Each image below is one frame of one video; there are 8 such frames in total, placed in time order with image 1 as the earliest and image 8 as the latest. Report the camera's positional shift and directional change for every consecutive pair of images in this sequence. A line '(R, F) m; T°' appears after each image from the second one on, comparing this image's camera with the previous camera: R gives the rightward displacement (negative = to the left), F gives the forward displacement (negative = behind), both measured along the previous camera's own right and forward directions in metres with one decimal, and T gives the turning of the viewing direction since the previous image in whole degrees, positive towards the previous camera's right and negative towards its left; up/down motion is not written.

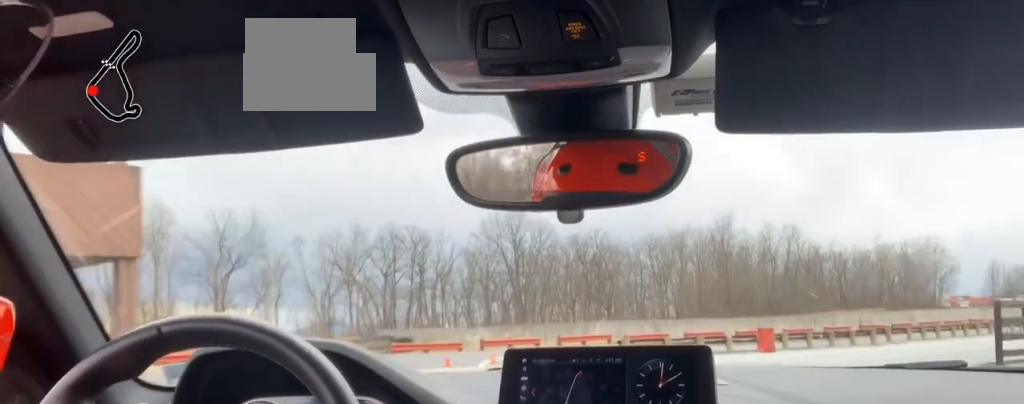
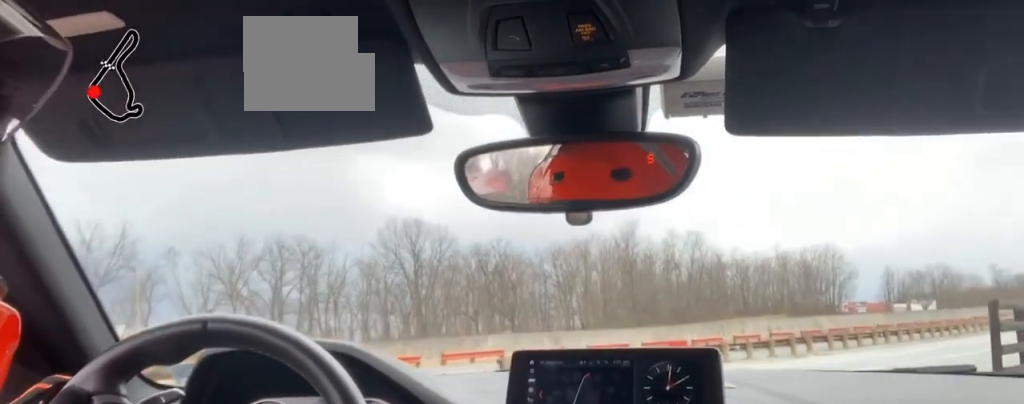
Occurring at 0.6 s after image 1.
(0.0, +6.3) m; +2°
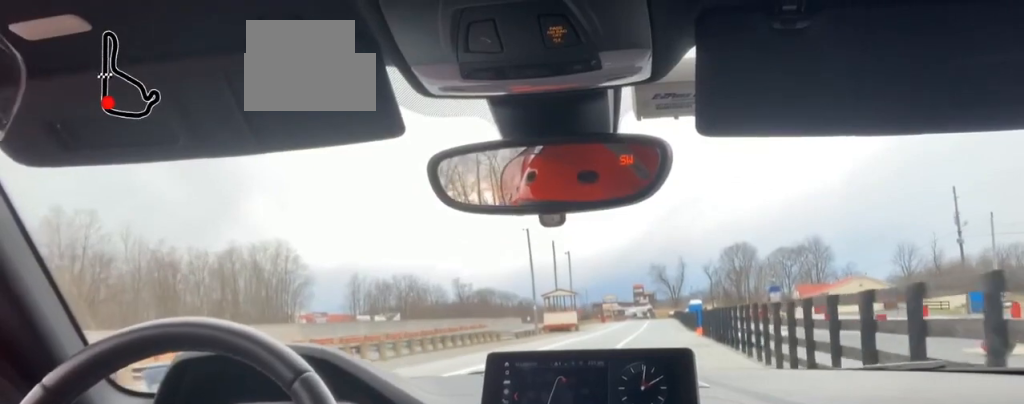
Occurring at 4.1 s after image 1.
(+11.0, +33.8) m; +30°
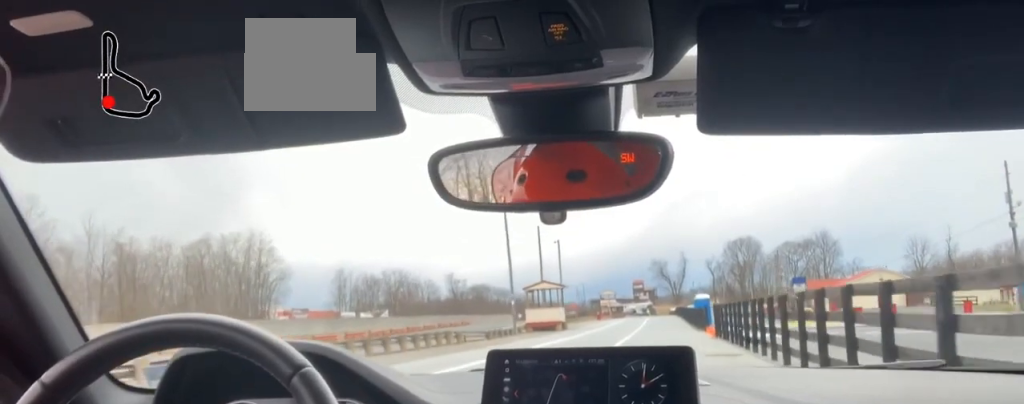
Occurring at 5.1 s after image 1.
(0.0, +10.8) m; -1°
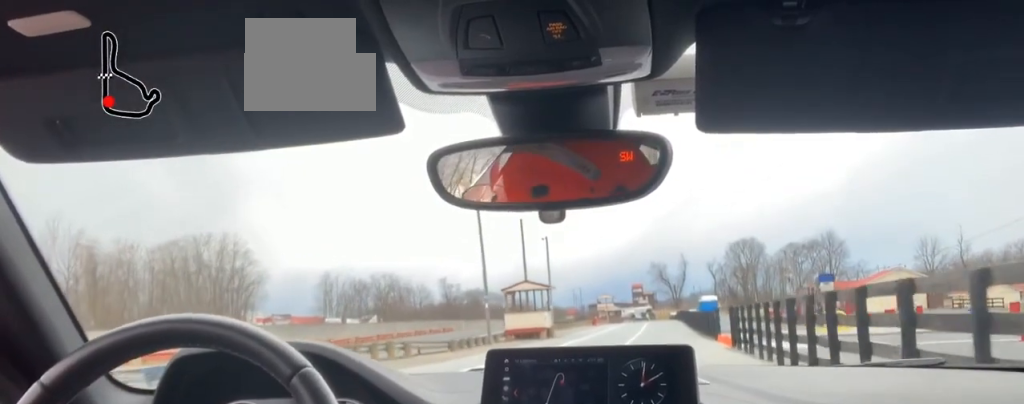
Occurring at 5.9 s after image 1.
(-0.1, +8.8) m; -1°
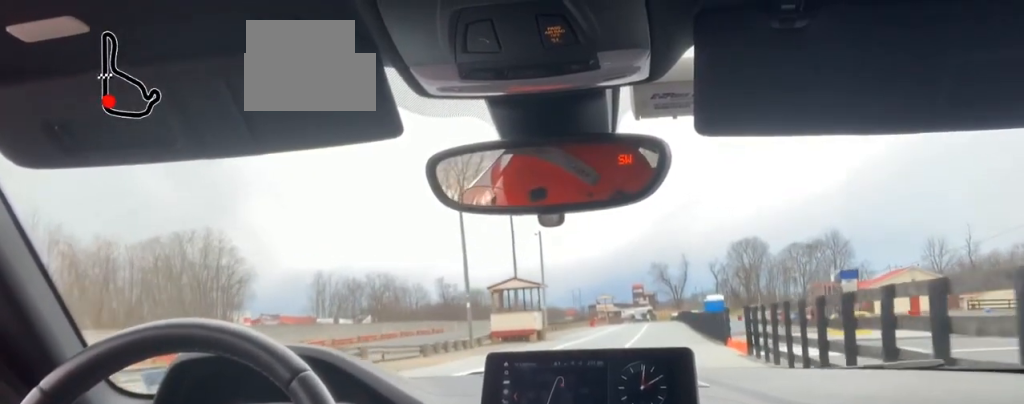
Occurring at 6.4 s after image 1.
(0.0, +5.0) m; 0°
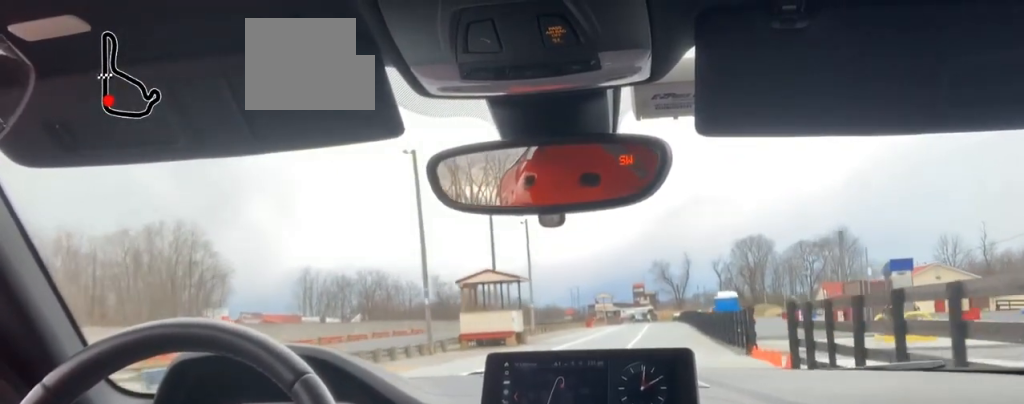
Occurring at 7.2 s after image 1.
(0.0, +8.4) m; +1°
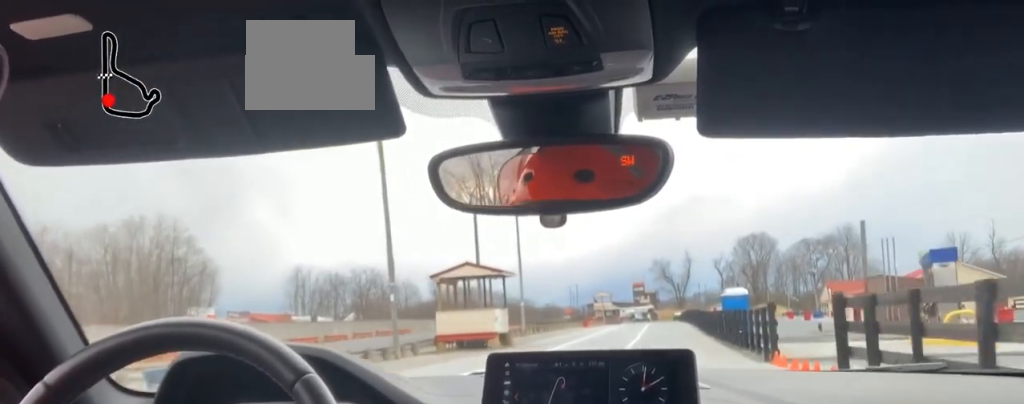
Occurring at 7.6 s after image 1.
(0.0, +5.0) m; +1°
